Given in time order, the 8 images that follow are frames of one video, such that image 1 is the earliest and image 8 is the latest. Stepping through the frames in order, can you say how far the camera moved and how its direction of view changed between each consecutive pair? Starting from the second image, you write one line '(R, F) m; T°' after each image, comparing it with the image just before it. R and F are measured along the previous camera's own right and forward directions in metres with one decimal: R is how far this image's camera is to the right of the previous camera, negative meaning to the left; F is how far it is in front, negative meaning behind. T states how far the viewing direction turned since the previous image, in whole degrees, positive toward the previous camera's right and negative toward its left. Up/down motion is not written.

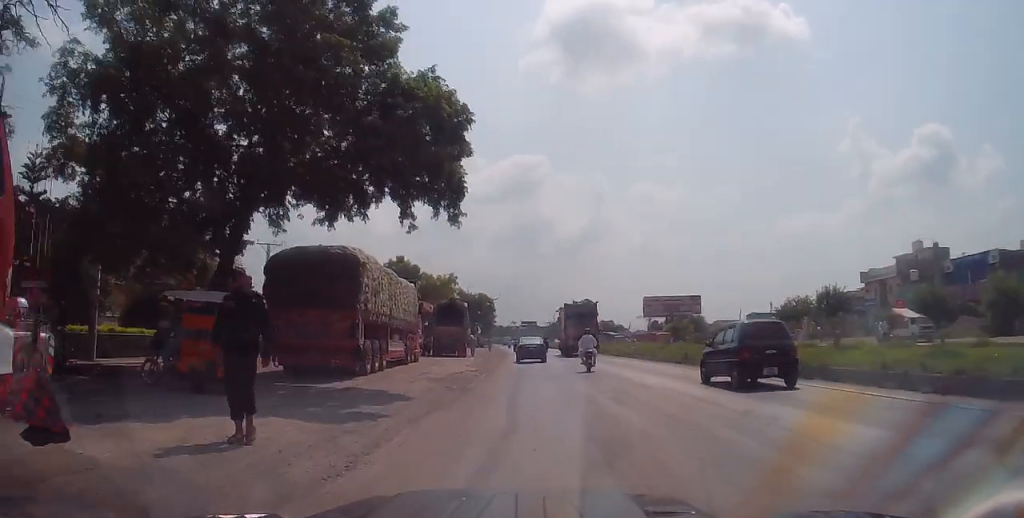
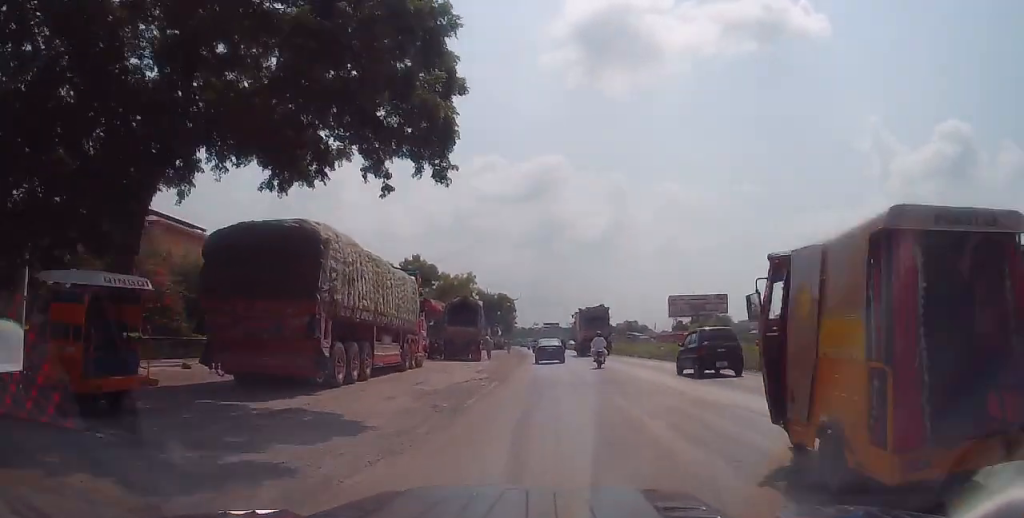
(-0.2, +4.5) m; -2°
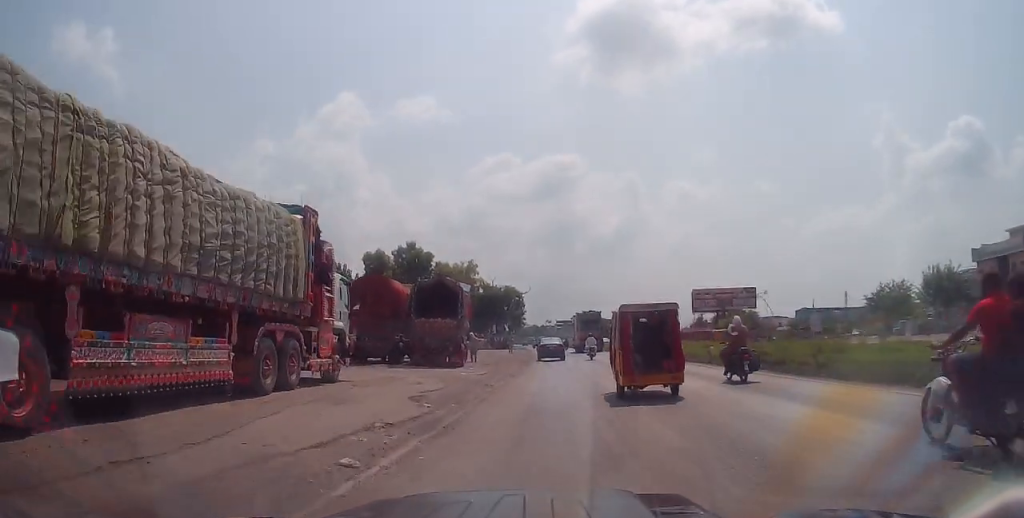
(-0.2, +12.4) m; -3°
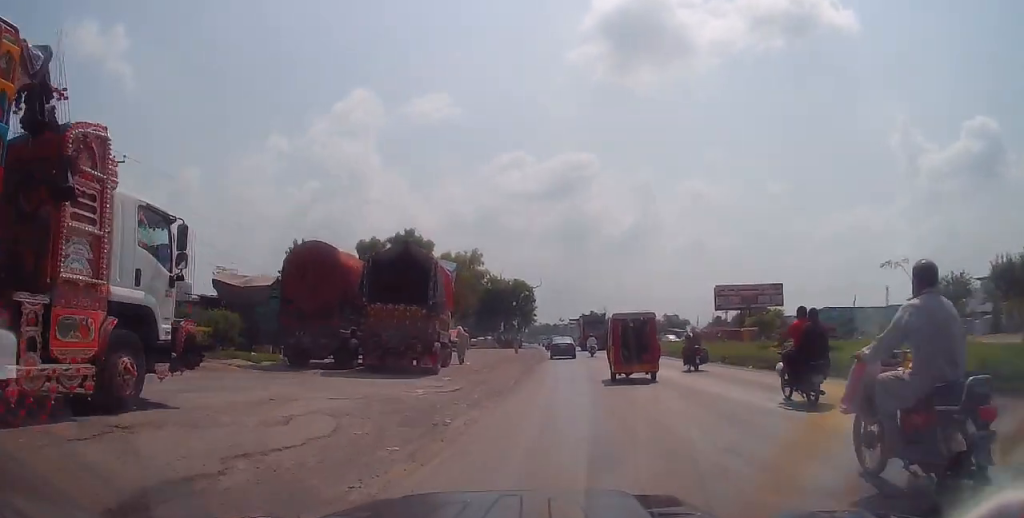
(0.0, +8.9) m; +2°
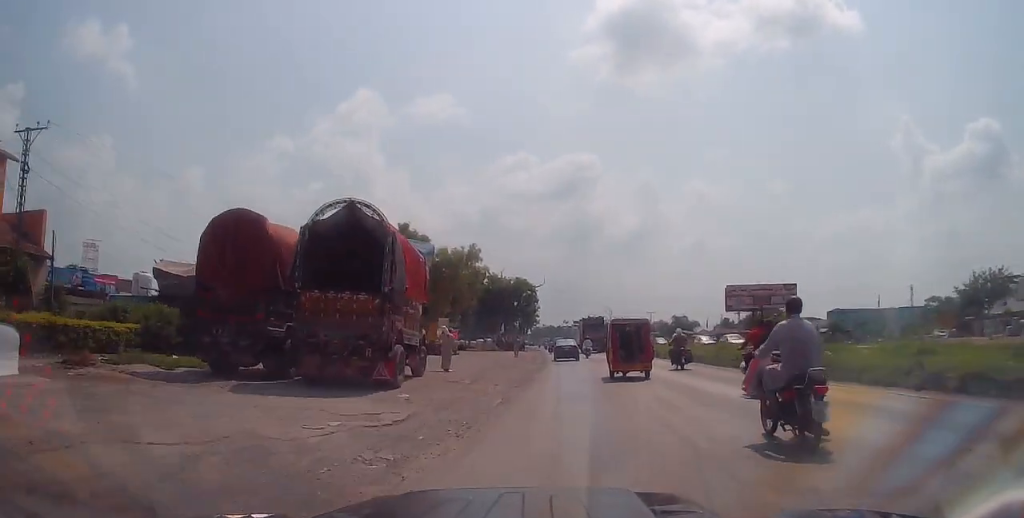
(+0.1, +5.6) m; 0°
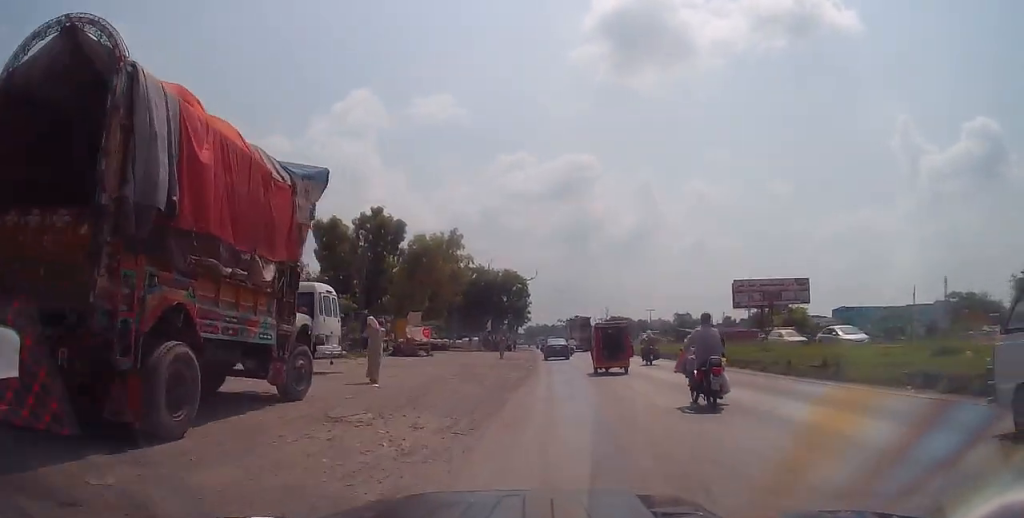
(-0.2, +9.5) m; -1°
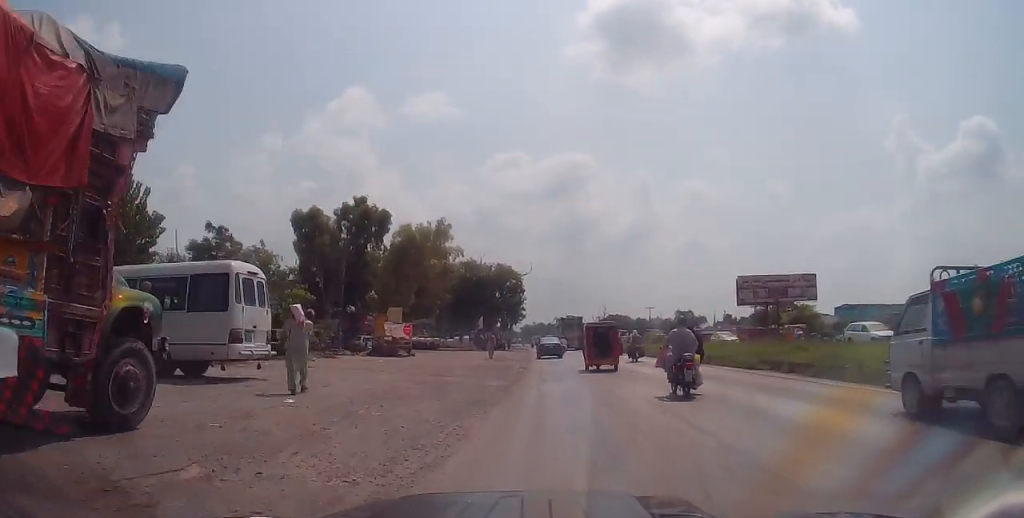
(0.0, +4.8) m; 0°
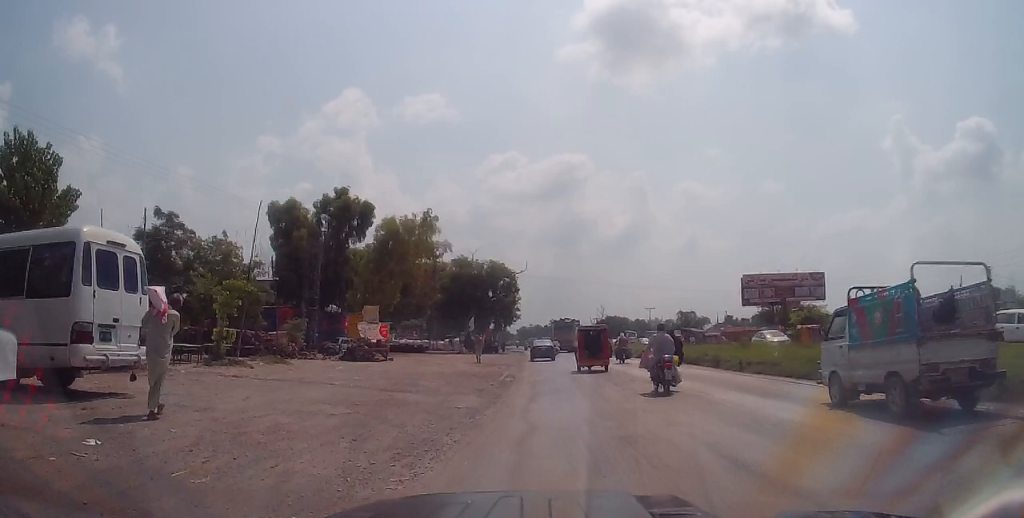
(+0.1, +4.8) m; 0°
